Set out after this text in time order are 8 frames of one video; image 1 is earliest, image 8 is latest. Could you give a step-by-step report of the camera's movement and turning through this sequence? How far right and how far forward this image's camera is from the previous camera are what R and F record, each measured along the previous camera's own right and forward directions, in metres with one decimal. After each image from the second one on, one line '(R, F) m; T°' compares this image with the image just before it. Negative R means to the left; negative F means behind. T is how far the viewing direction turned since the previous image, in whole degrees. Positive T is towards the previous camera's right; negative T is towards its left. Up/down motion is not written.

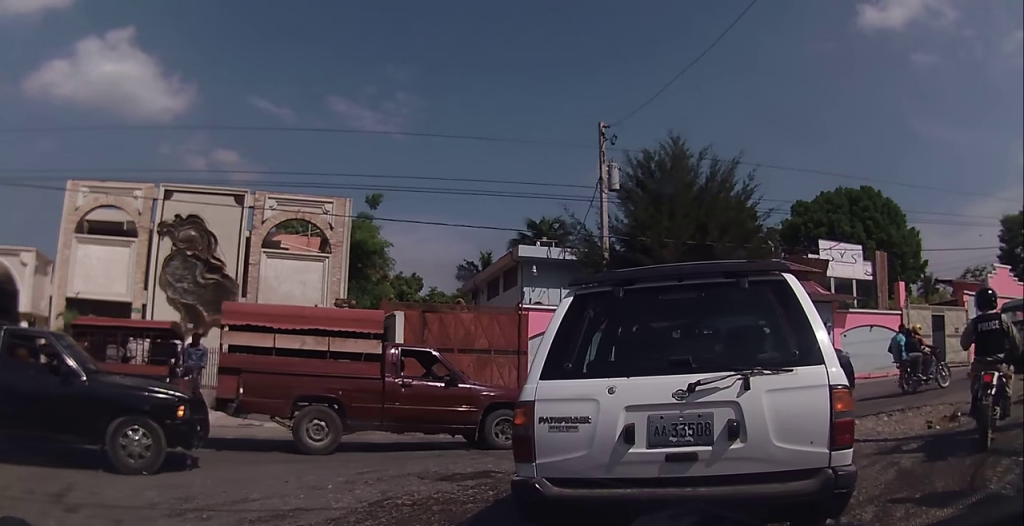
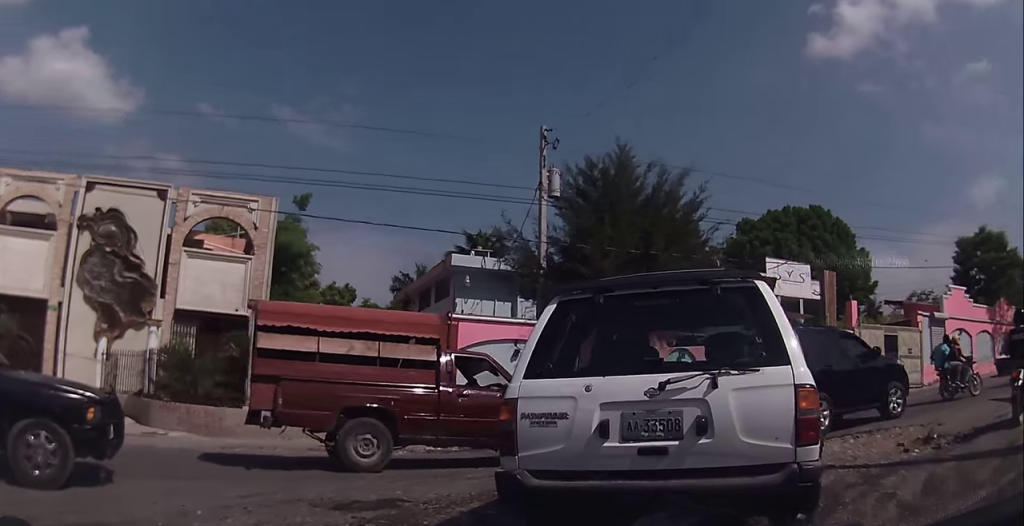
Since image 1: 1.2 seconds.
(0.0, +0.8) m; 0°
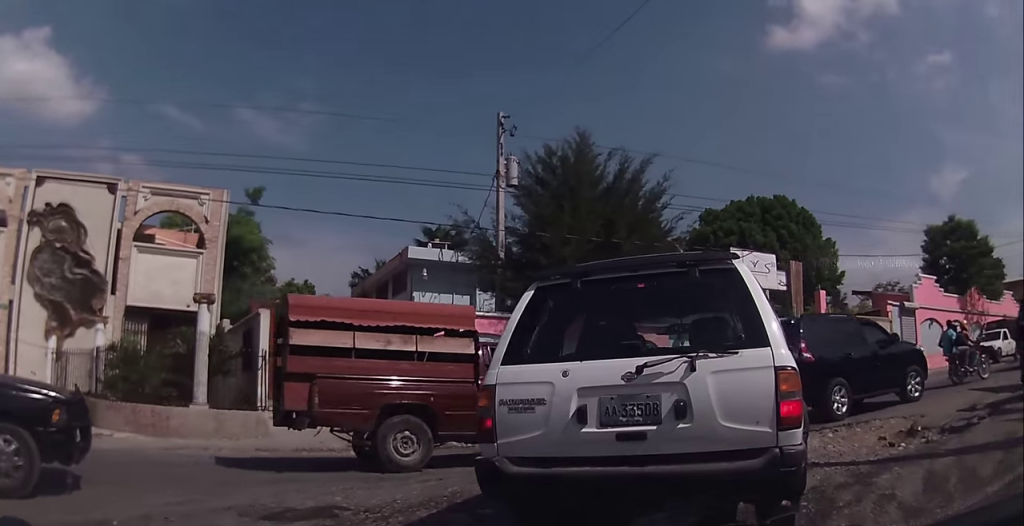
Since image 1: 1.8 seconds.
(+0.4, +0.5) m; 0°
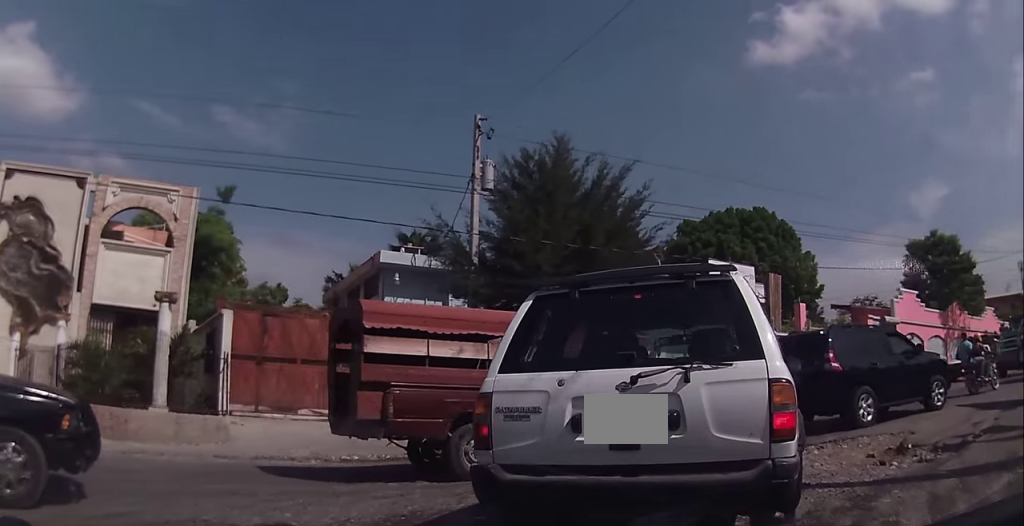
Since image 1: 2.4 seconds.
(+0.1, +0.7) m; 0°
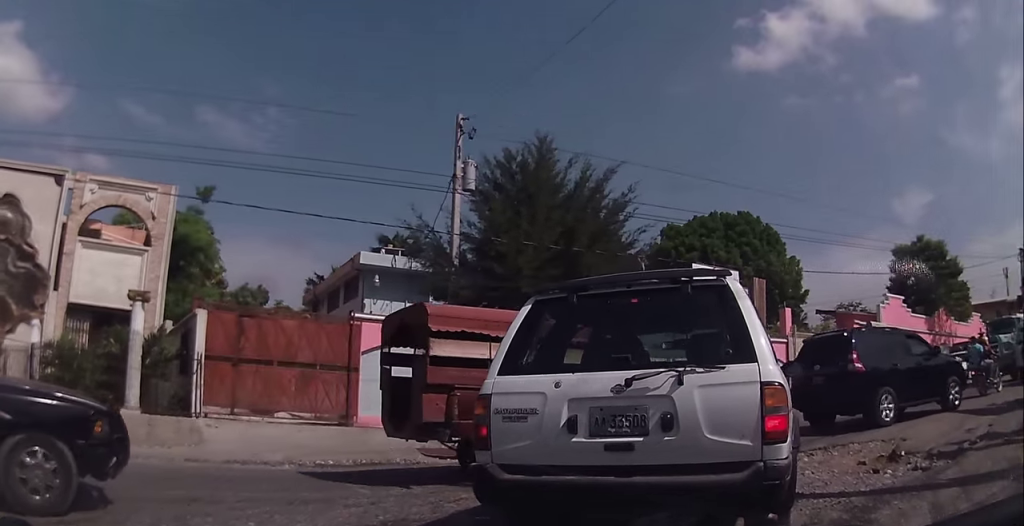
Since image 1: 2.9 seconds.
(+0.1, +0.5) m; 0°
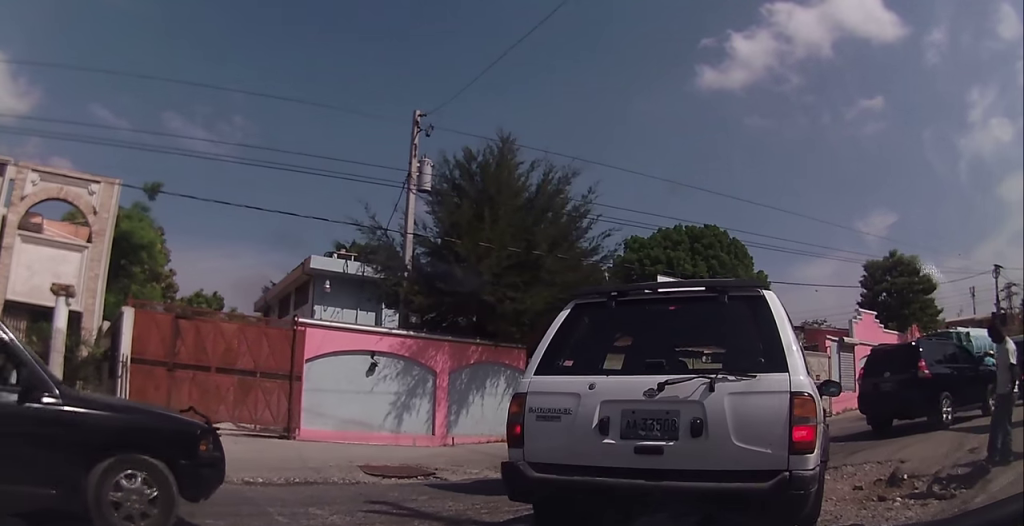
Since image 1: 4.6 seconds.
(+0.8, +1.0) m; 0°
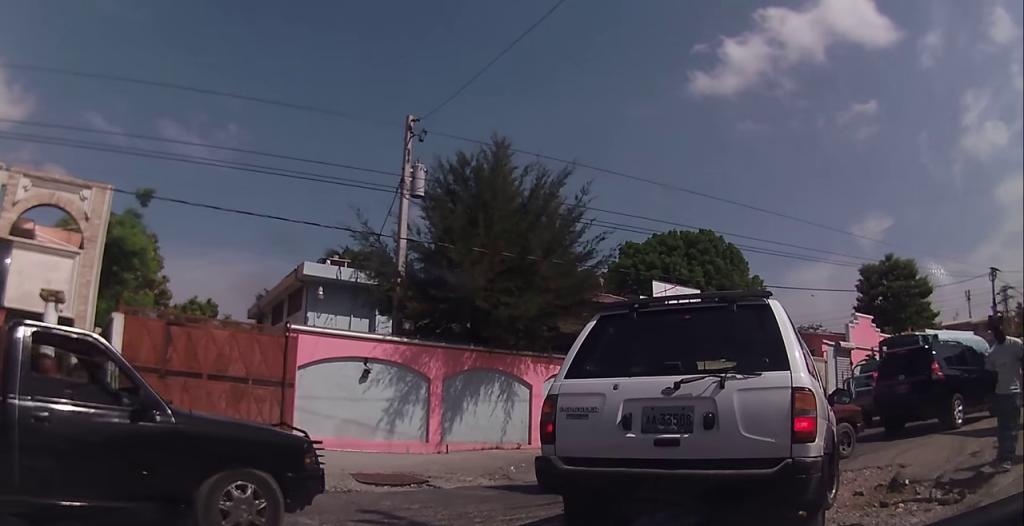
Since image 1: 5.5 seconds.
(+0.1, +0.3) m; 0°
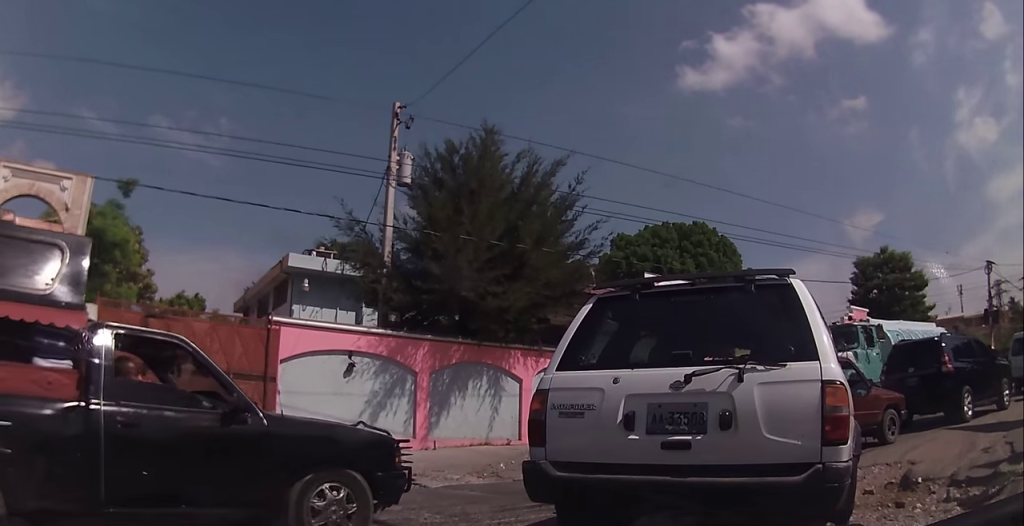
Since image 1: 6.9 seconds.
(+0.1, +0.4) m; 0°
